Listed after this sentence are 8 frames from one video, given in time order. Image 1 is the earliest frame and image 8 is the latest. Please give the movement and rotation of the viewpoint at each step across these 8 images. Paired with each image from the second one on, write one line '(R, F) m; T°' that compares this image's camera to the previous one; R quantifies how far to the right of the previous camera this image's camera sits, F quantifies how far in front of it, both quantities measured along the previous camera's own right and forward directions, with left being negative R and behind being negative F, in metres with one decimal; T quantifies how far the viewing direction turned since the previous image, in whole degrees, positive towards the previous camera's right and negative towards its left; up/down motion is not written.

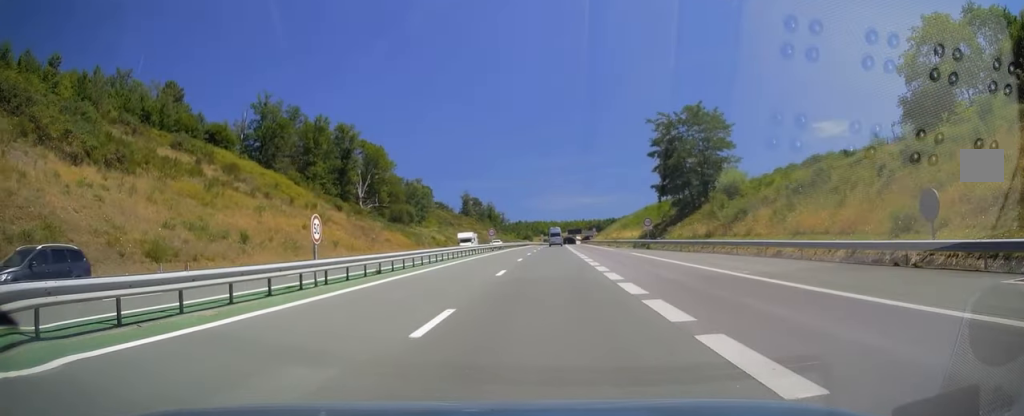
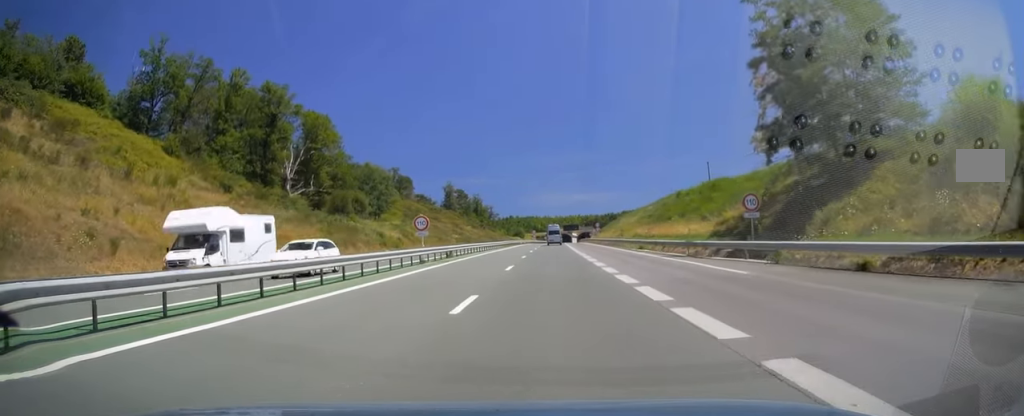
(+0.1, +36.6) m; +1°
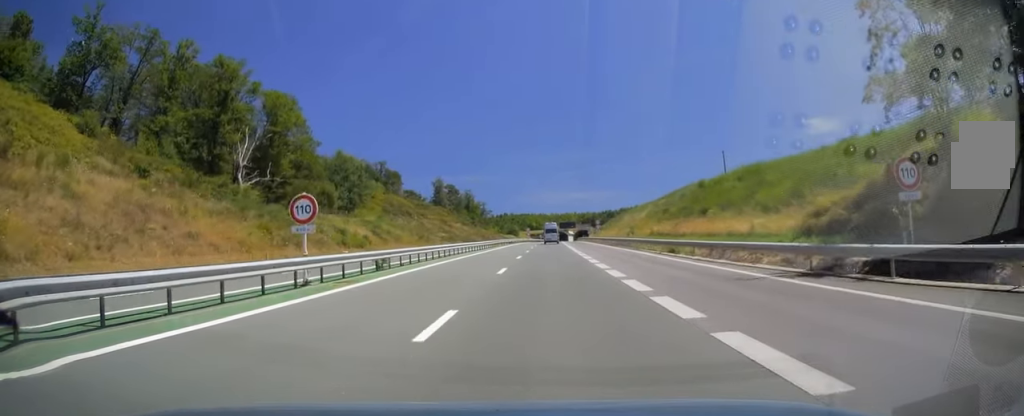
(0.0, +15.6) m; +1°
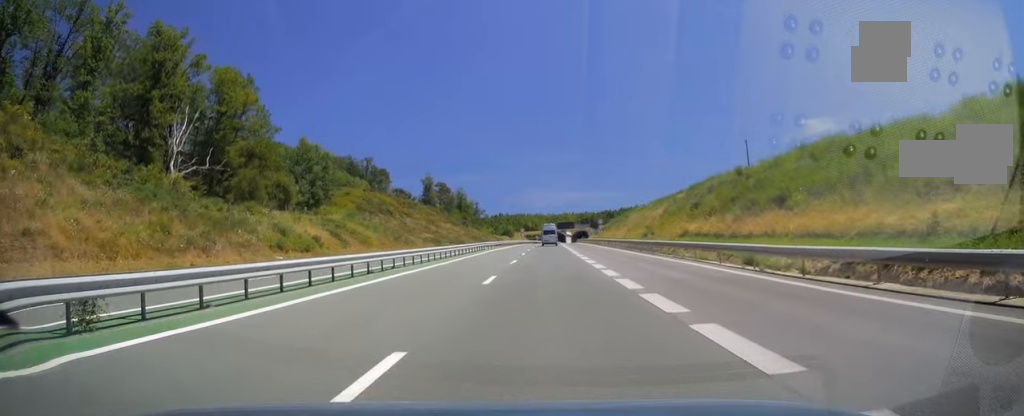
(+0.2, +16.7) m; +1°
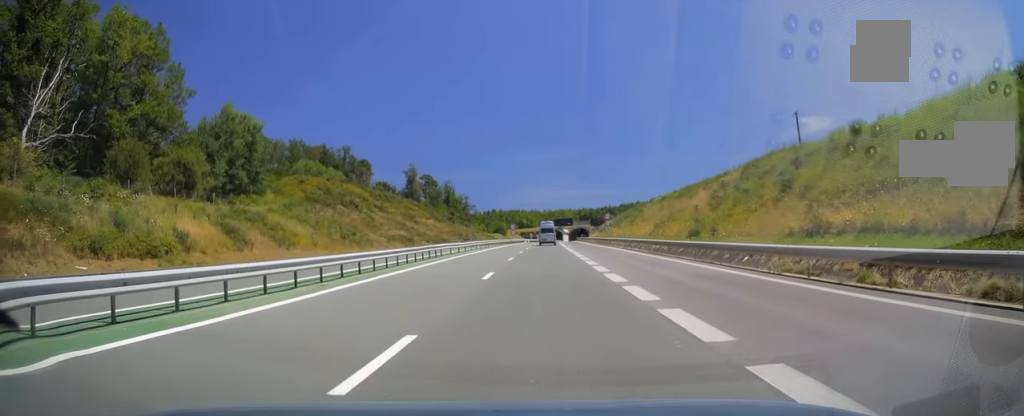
(+0.1, +24.6) m; 0°
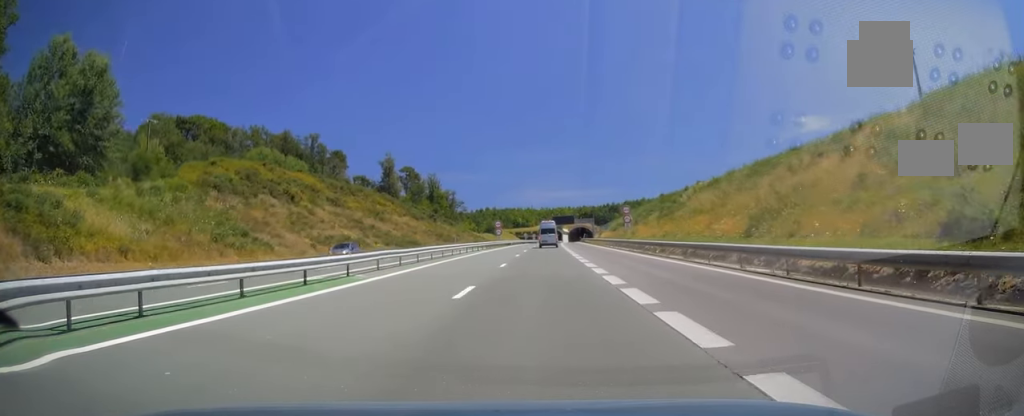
(0.0, +31.0) m; 0°
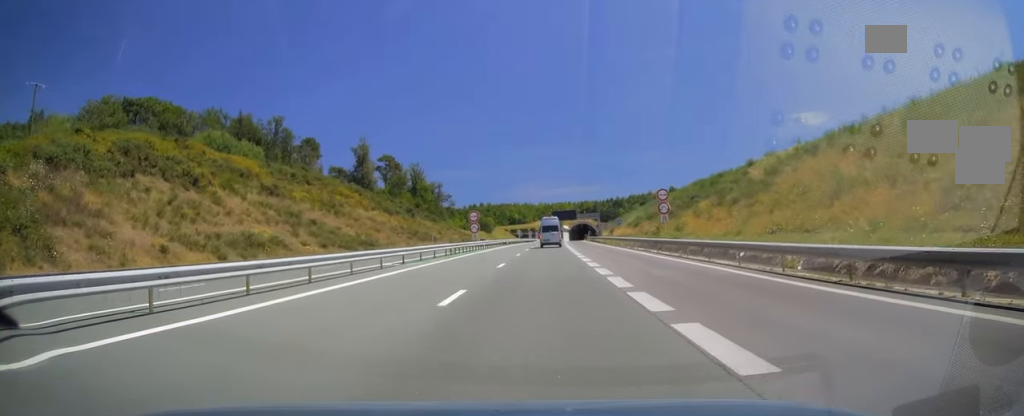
(0.0, +27.5) m; 0°
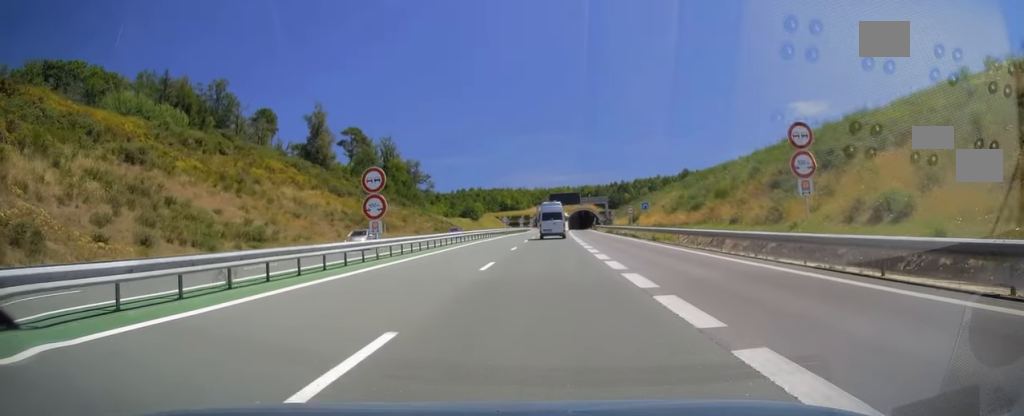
(-0.2, +32.7) m; +1°
